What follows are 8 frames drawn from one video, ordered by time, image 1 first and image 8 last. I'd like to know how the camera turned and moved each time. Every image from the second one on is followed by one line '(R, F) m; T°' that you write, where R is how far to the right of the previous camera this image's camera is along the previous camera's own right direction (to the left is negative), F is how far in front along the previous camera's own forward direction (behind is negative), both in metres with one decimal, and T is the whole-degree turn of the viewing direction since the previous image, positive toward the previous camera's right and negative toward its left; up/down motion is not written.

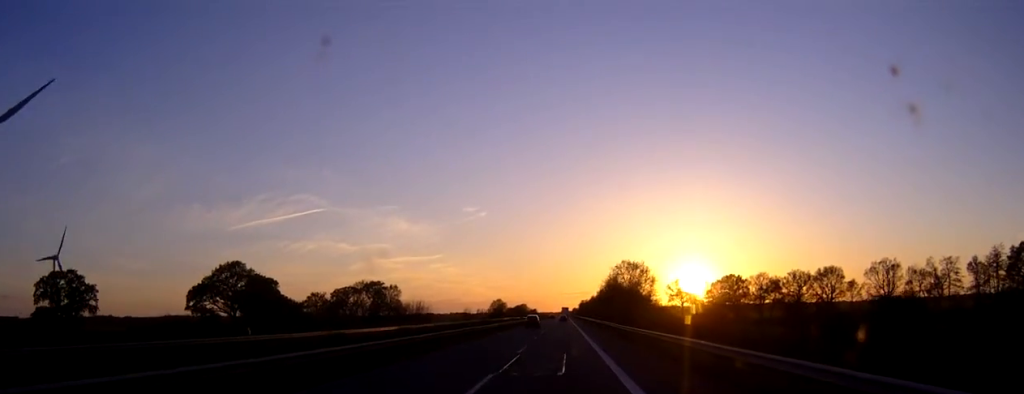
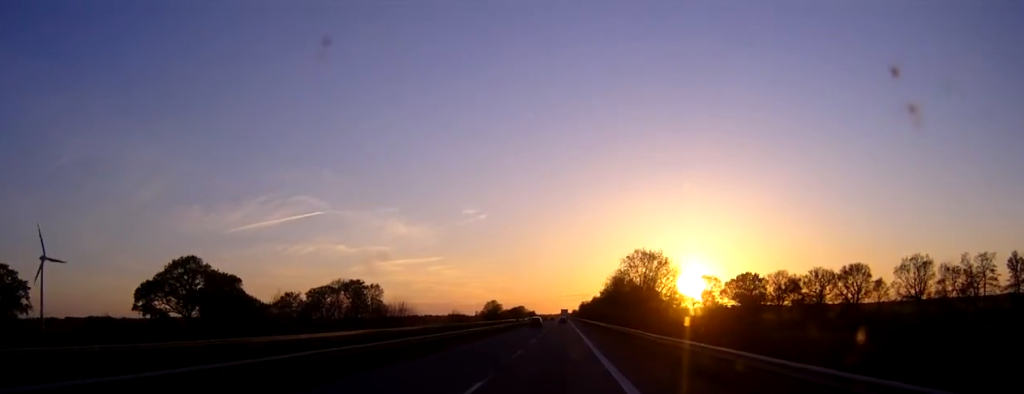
(0.0, +19.4) m; 0°
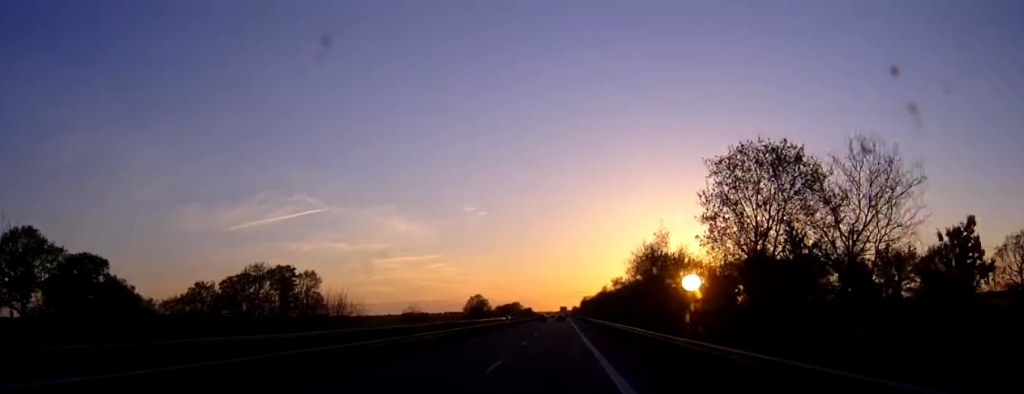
(0.0, +48.1) m; 0°
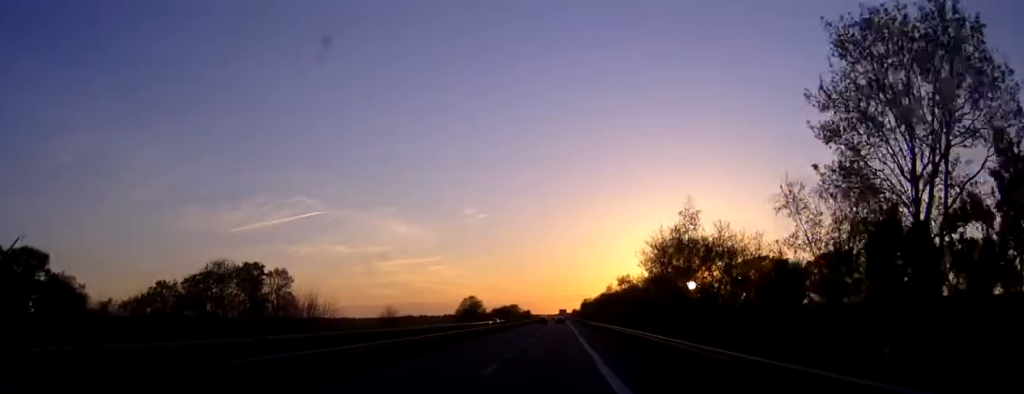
(0.0, +14.8) m; 0°
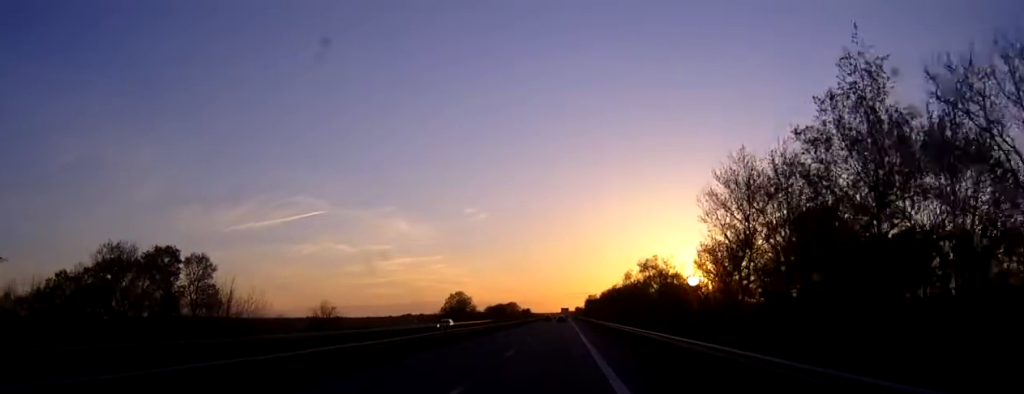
(-0.1, +30.6) m; 0°
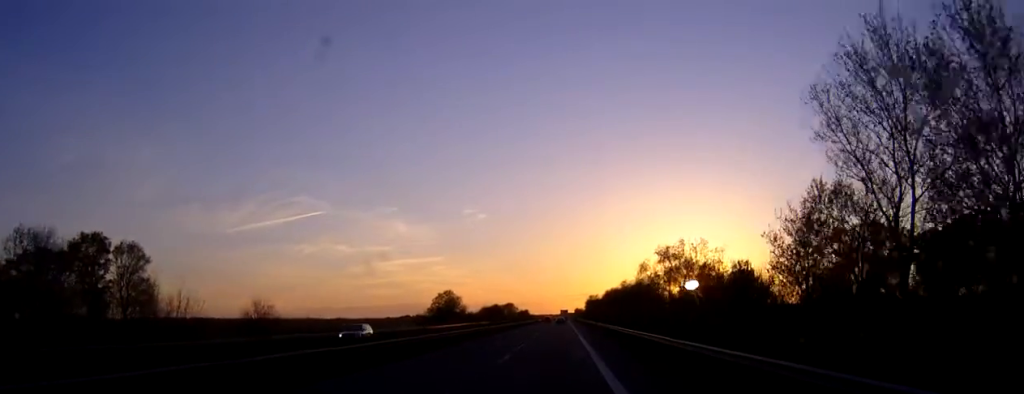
(0.0, +17.5) m; 0°
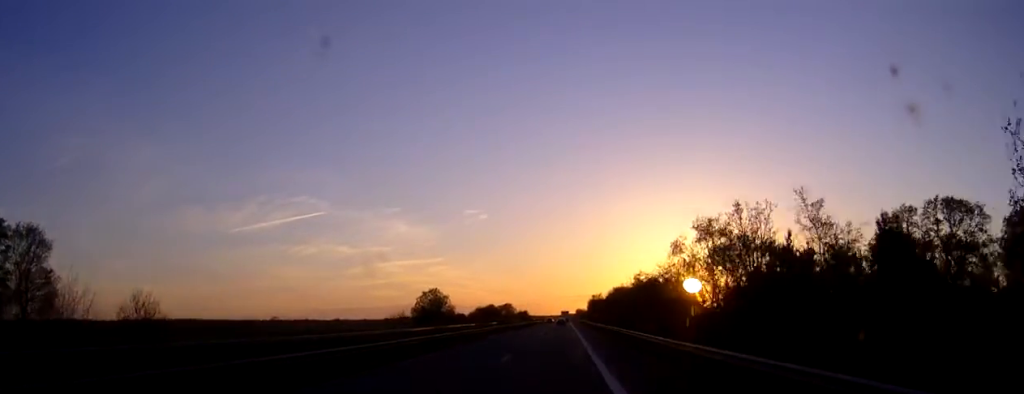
(0.0, +19.3) m; 0°
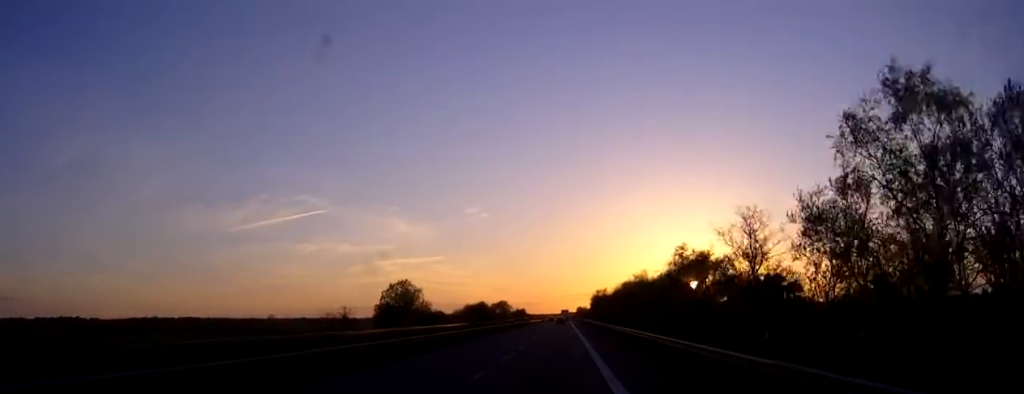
(0.0, +29.5) m; 0°
